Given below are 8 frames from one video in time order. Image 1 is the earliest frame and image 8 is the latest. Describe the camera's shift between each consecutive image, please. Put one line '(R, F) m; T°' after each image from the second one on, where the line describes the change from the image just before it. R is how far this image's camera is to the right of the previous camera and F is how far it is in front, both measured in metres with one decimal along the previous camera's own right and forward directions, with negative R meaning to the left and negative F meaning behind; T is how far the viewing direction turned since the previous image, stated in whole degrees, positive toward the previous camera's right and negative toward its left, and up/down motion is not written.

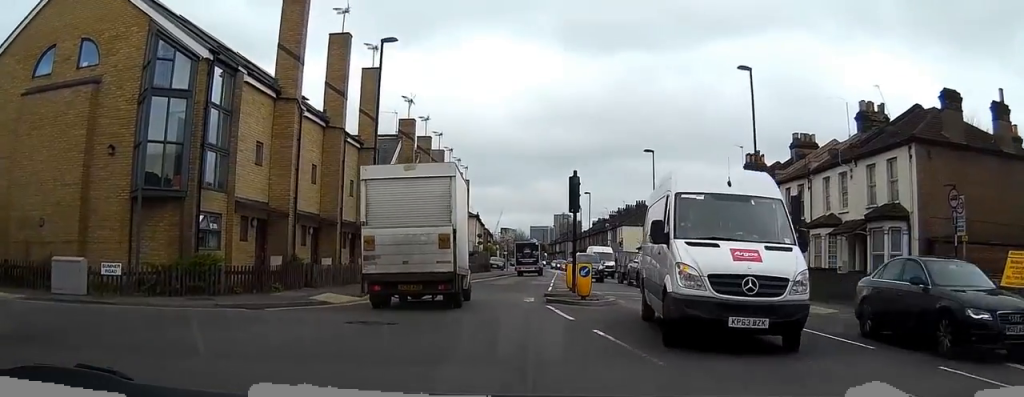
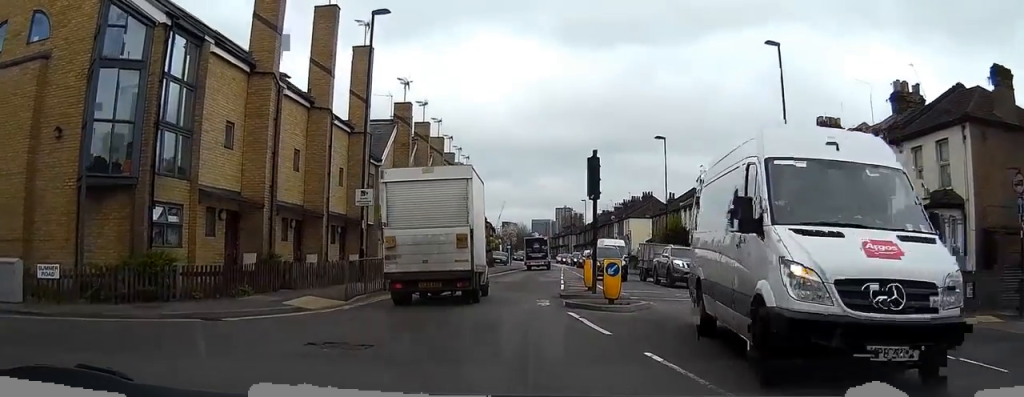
(0.0, +3.4) m; +1°
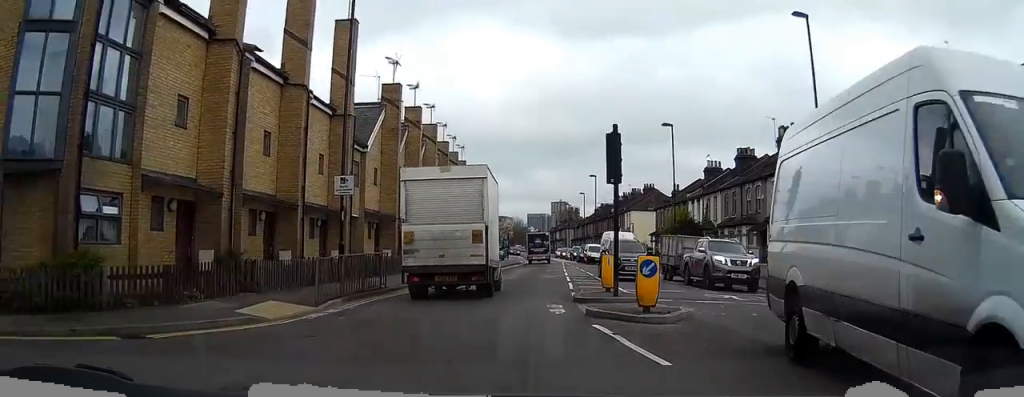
(0.0, +3.6) m; +3°
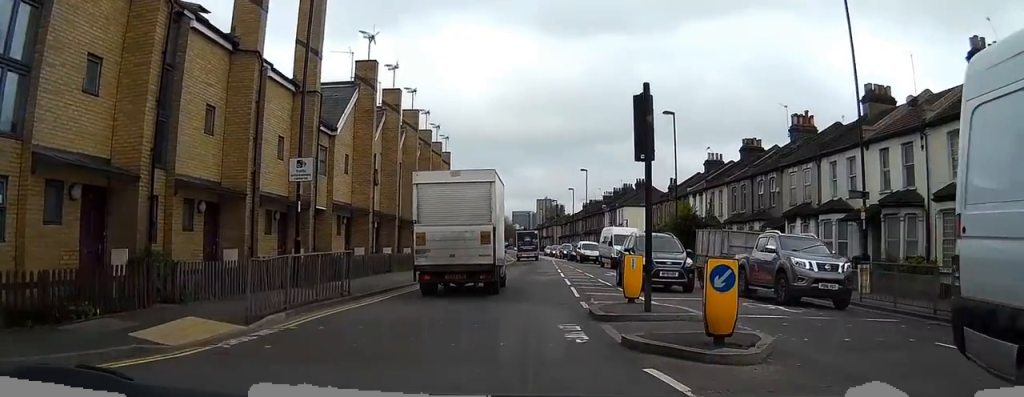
(+0.2, +4.5) m; +2°
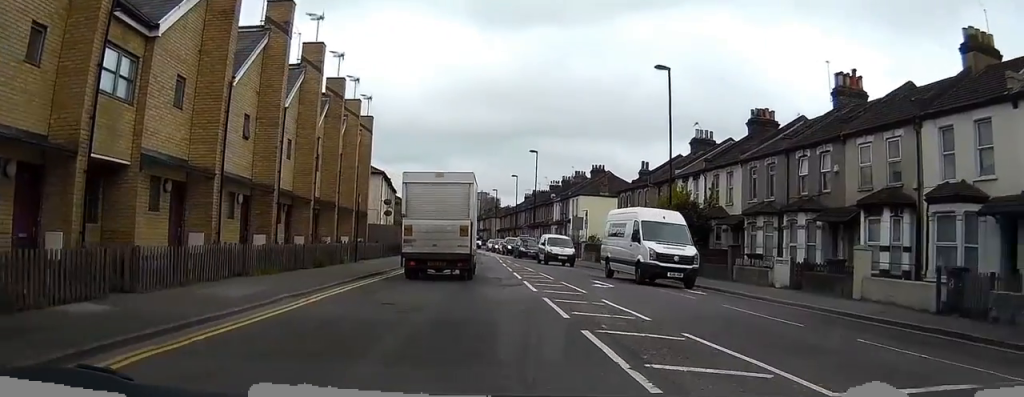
(+0.3, +13.1) m; 0°
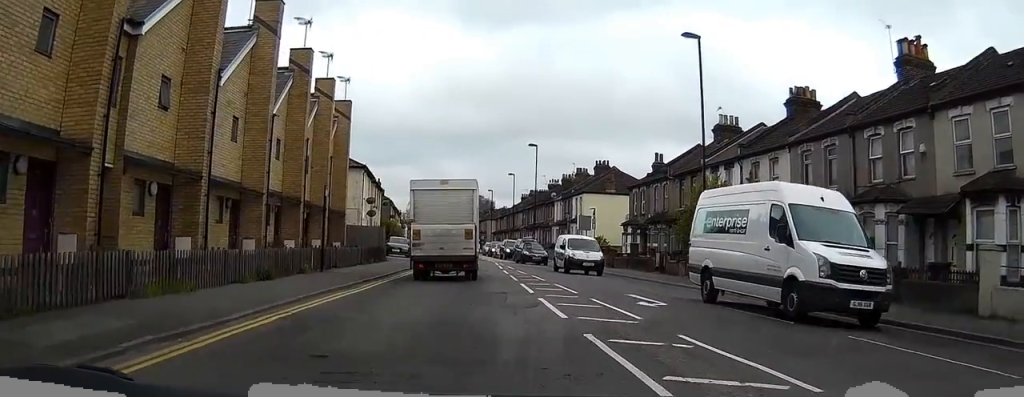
(0.0, +6.4) m; -1°
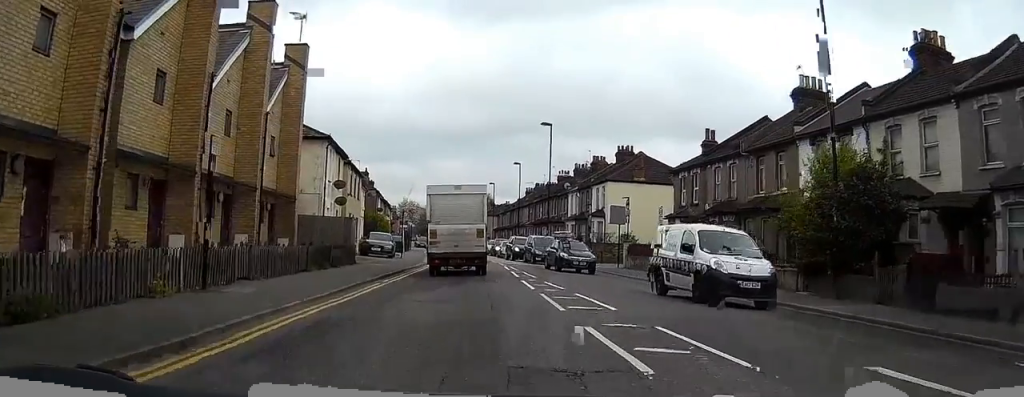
(-0.3, +11.6) m; -1°
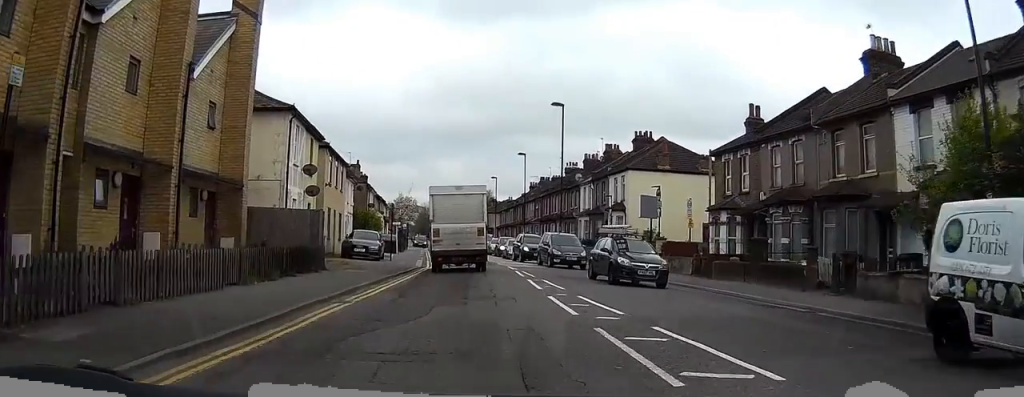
(+0.1, +6.9) m; +1°
